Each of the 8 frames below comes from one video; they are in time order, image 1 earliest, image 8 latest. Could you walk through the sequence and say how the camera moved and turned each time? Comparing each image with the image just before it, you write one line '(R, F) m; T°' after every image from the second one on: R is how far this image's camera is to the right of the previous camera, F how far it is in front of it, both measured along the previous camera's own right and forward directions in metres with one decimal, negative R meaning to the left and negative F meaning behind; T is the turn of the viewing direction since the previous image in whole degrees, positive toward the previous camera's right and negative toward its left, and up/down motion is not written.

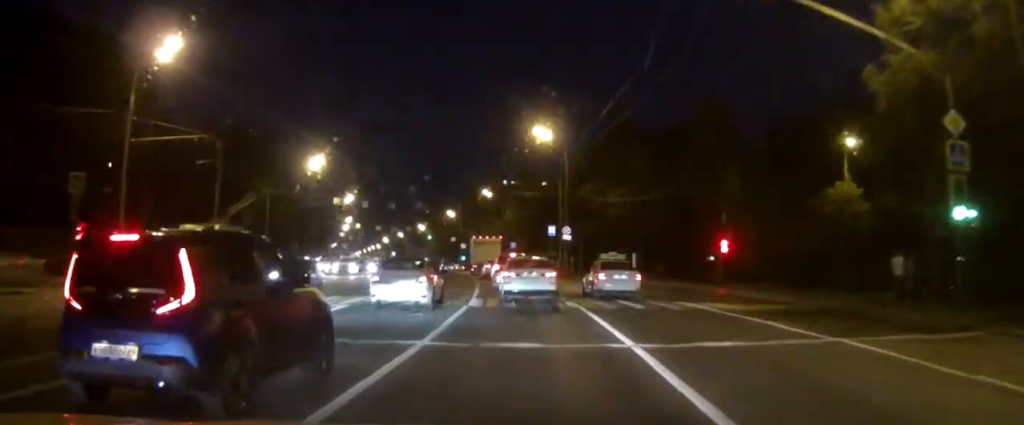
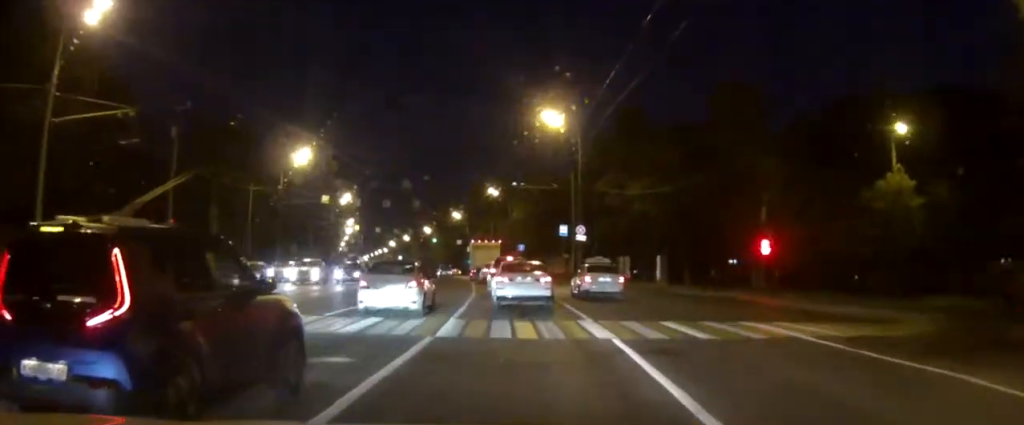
(-0.1, +8.2) m; -2°
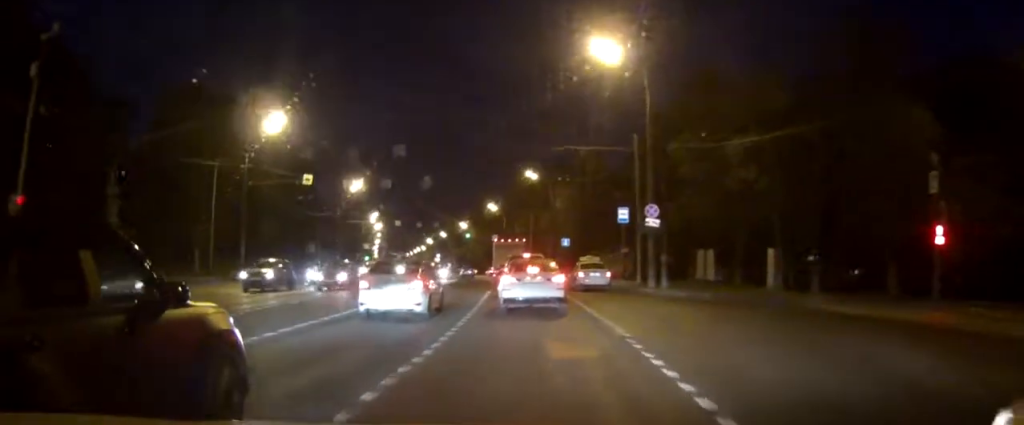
(-0.5, +18.2) m; -3°
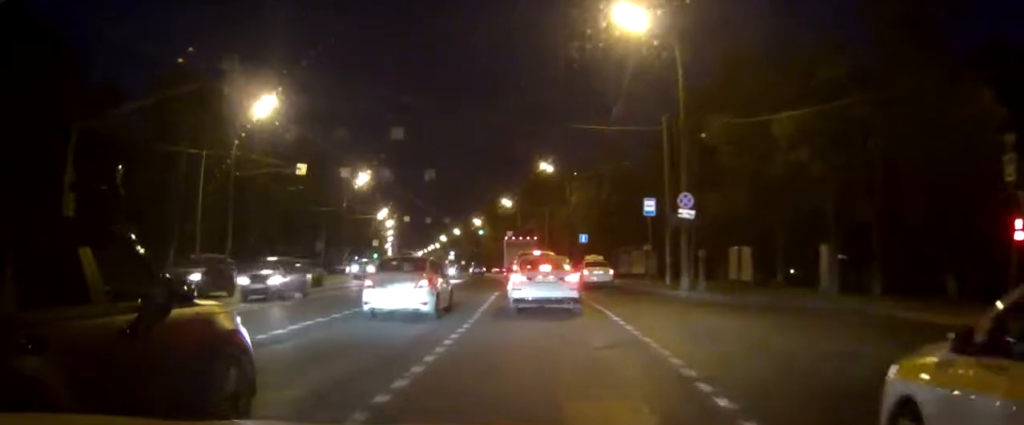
(0.0, +5.2) m; 0°
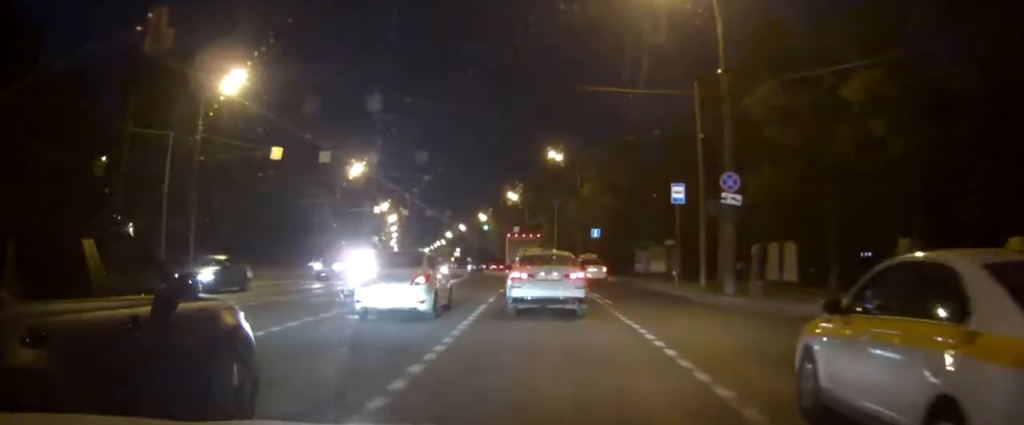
(-0.1, +6.8) m; 0°
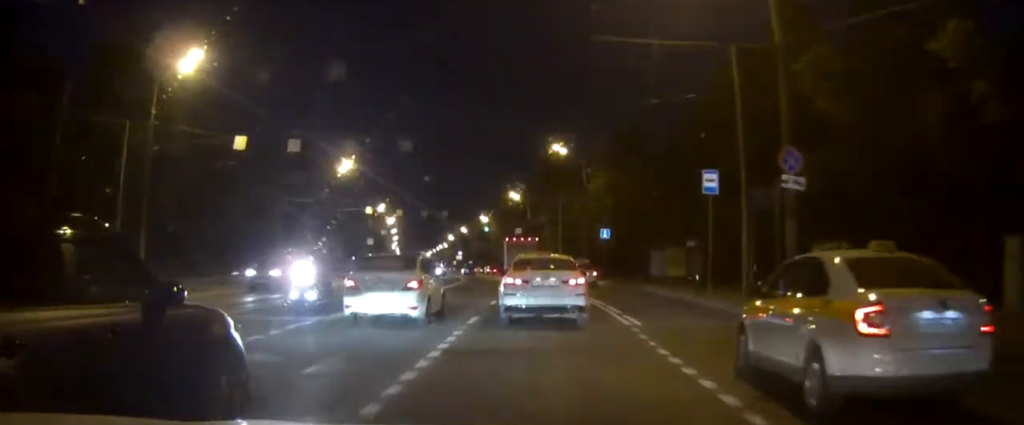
(0.0, +6.6) m; 0°
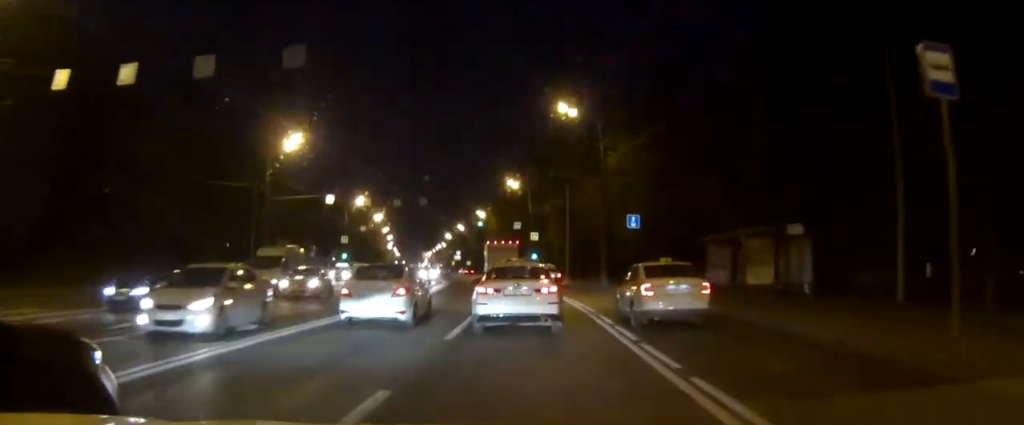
(-0.2, +18.5) m; -2°
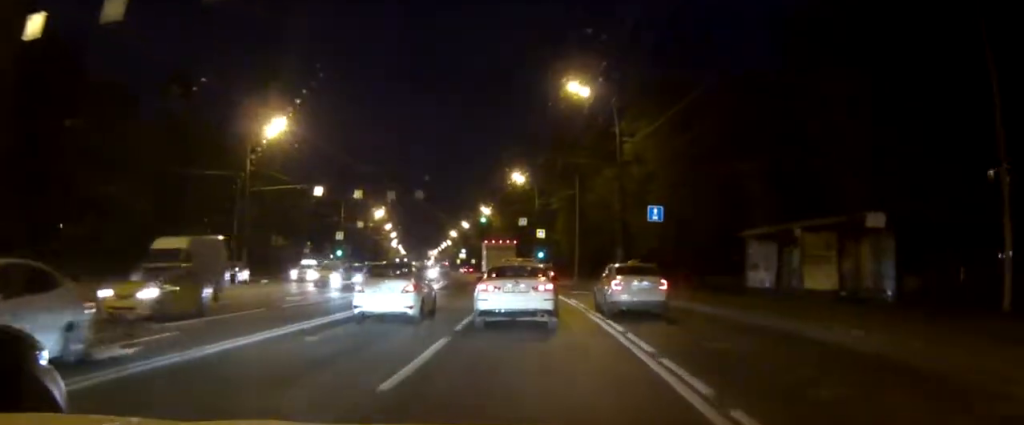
(-0.1, +6.0) m; -1°
